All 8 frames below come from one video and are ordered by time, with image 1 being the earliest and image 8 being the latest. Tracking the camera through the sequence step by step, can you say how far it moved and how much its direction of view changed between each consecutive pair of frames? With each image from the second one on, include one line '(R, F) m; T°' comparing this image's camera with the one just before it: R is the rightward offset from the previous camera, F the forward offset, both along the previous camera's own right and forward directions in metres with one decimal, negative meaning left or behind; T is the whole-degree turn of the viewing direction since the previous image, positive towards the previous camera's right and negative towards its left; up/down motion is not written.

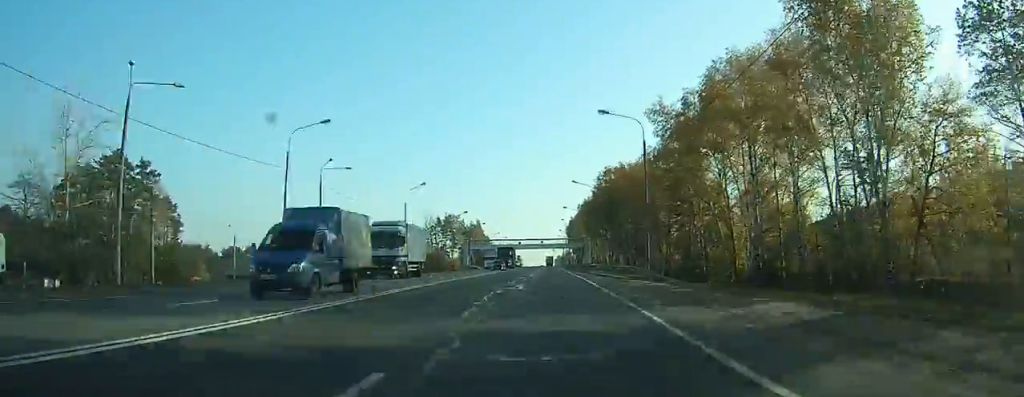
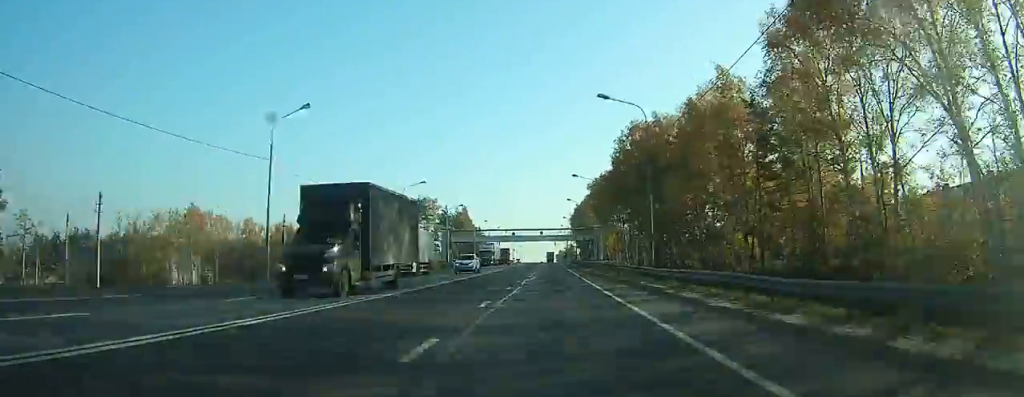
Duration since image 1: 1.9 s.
(+0.1, +37.5) m; 0°
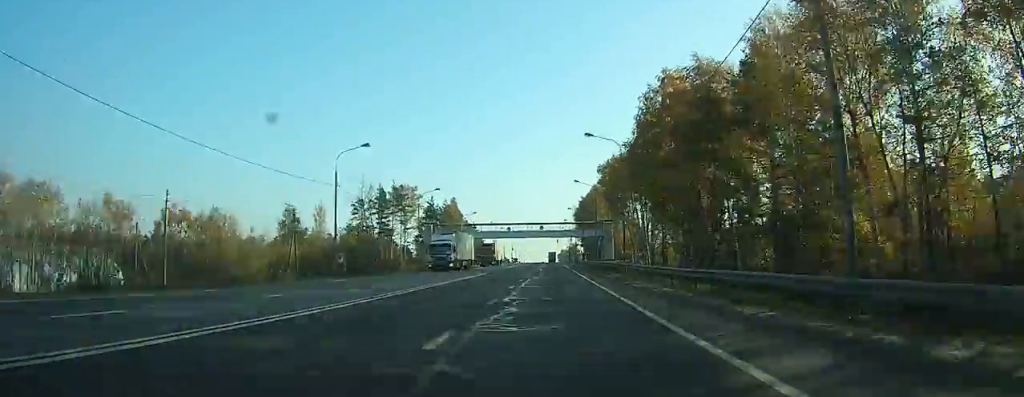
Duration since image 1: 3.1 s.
(+0.1, +23.2) m; 0°
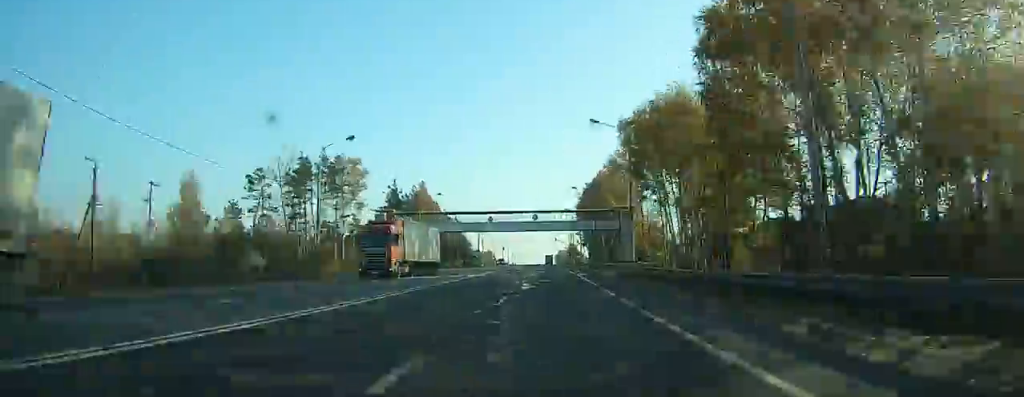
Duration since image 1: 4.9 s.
(+0.1, +34.8) m; +1°
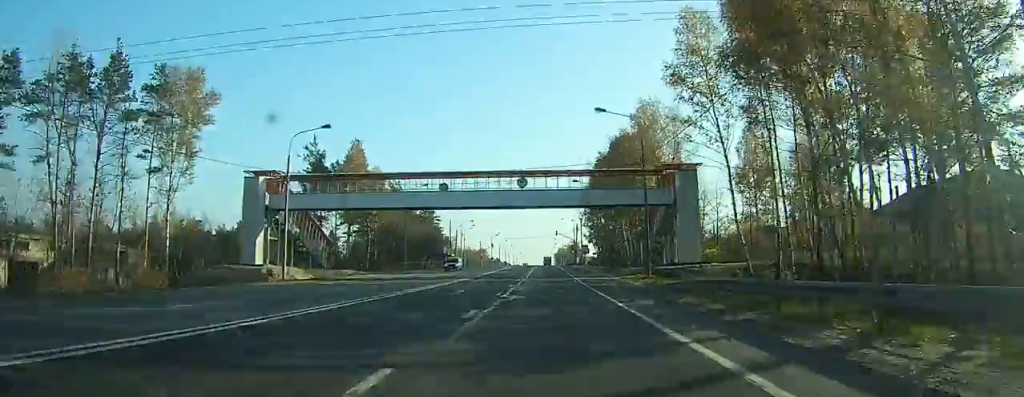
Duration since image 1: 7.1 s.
(+0.2, +41.2) m; +1°
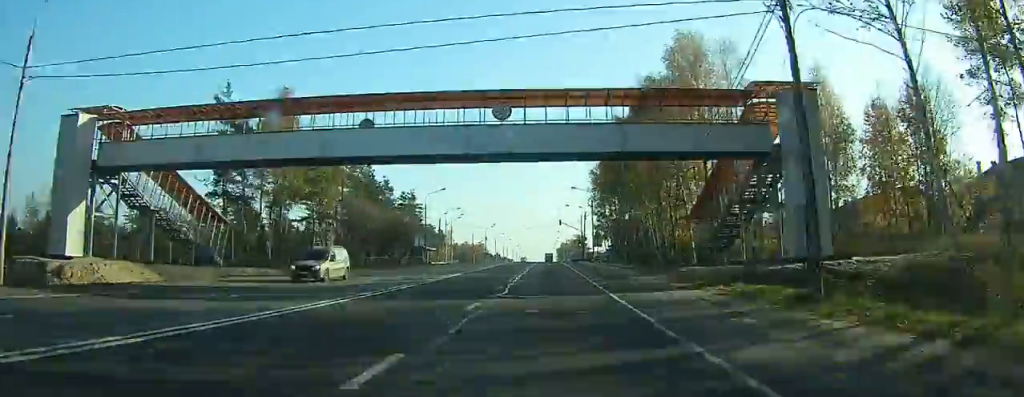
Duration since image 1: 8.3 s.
(0.0, +23.2) m; 0°
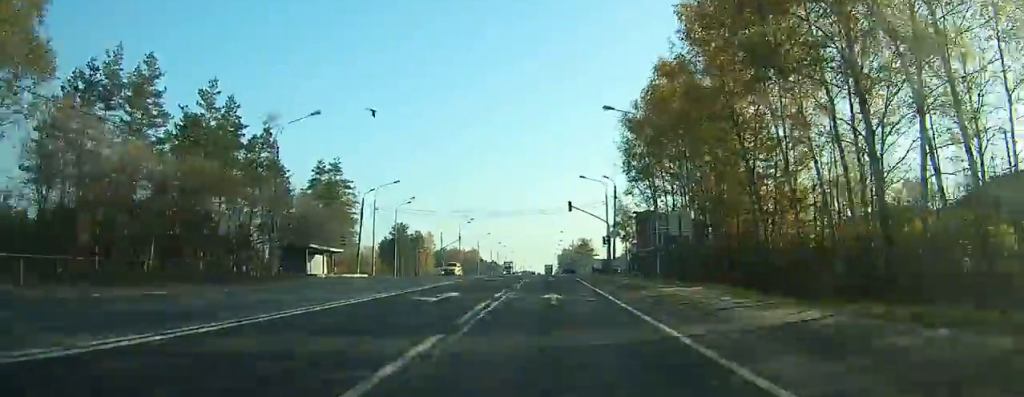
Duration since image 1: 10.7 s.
(-0.1, +47.5) m; -1°
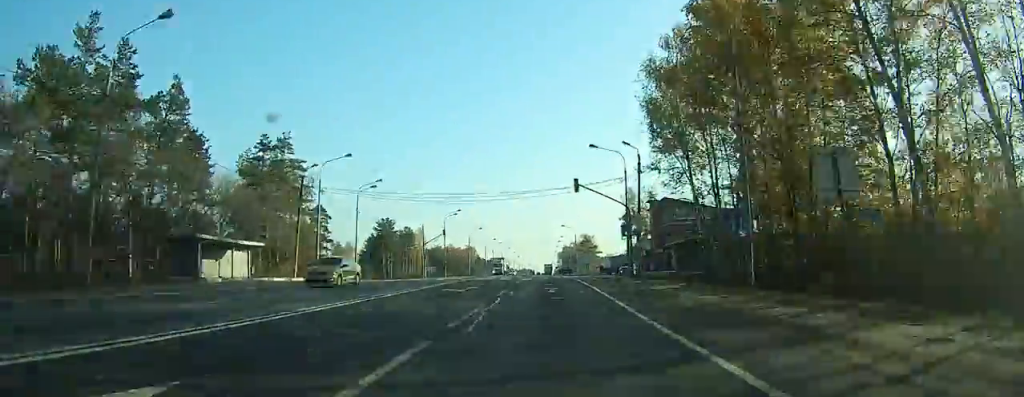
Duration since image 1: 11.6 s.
(0.0, +16.6) m; 0°
